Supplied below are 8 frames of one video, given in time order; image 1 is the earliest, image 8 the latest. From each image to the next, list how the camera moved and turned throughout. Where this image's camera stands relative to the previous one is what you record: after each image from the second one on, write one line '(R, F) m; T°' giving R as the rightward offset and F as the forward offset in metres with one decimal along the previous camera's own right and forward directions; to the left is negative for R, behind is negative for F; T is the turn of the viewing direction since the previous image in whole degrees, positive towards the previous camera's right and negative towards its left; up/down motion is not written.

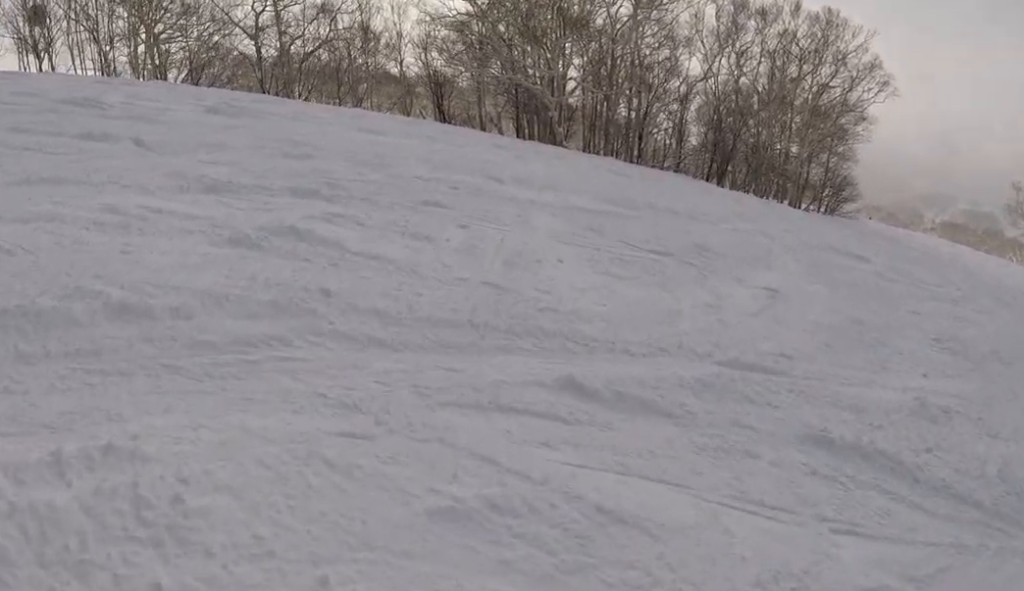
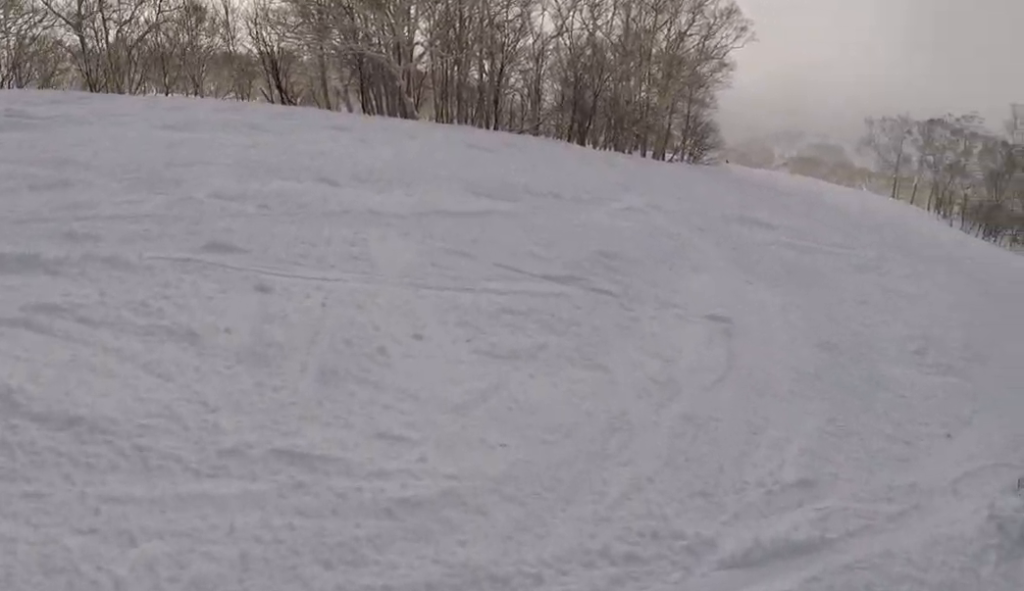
(-0.1, +3.1) m; +22°
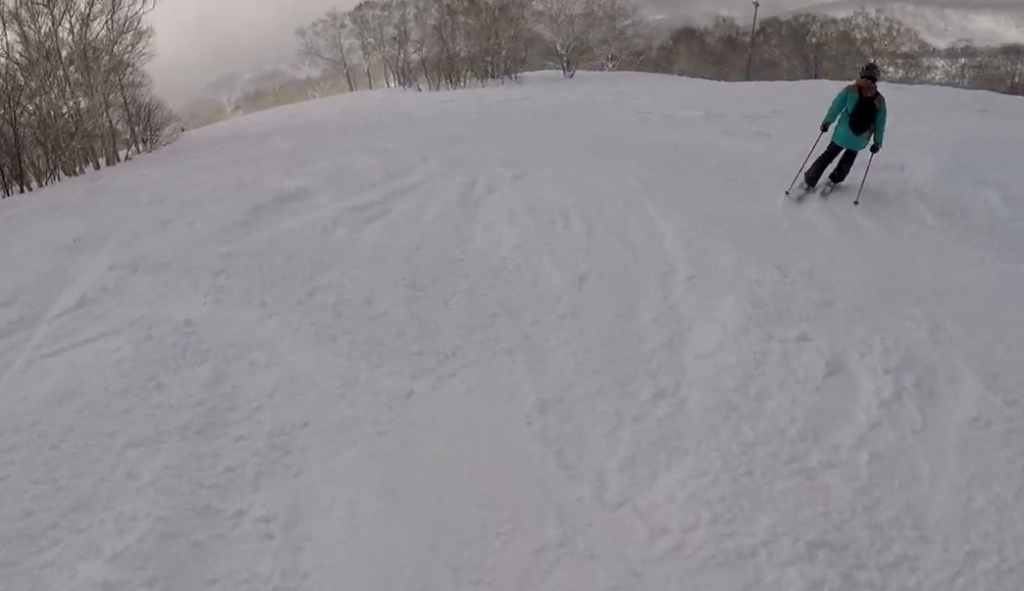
(+2.5, +4.3) m; +39°
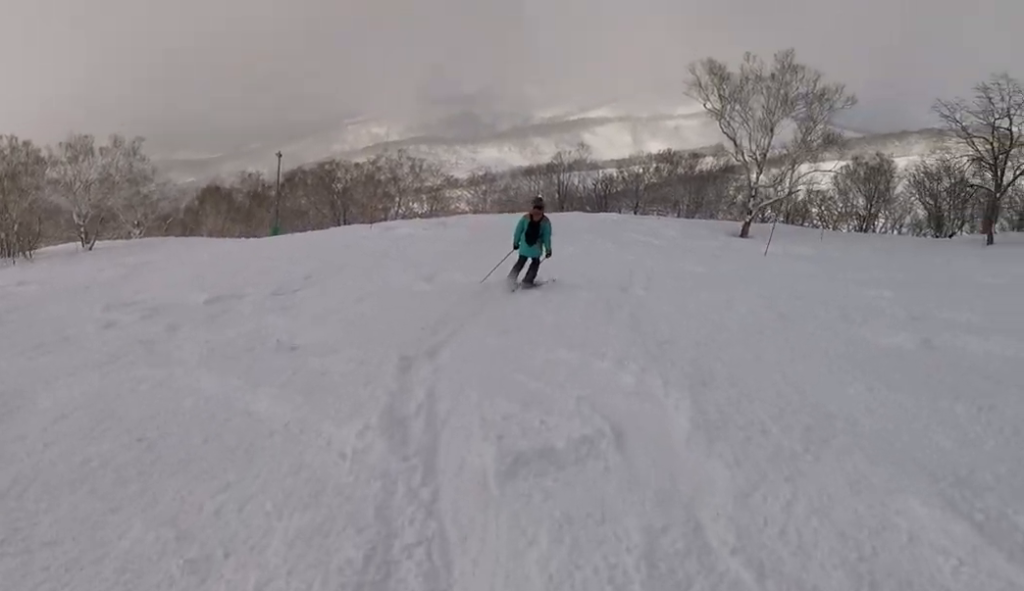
(+0.8, +7.4) m; -2°
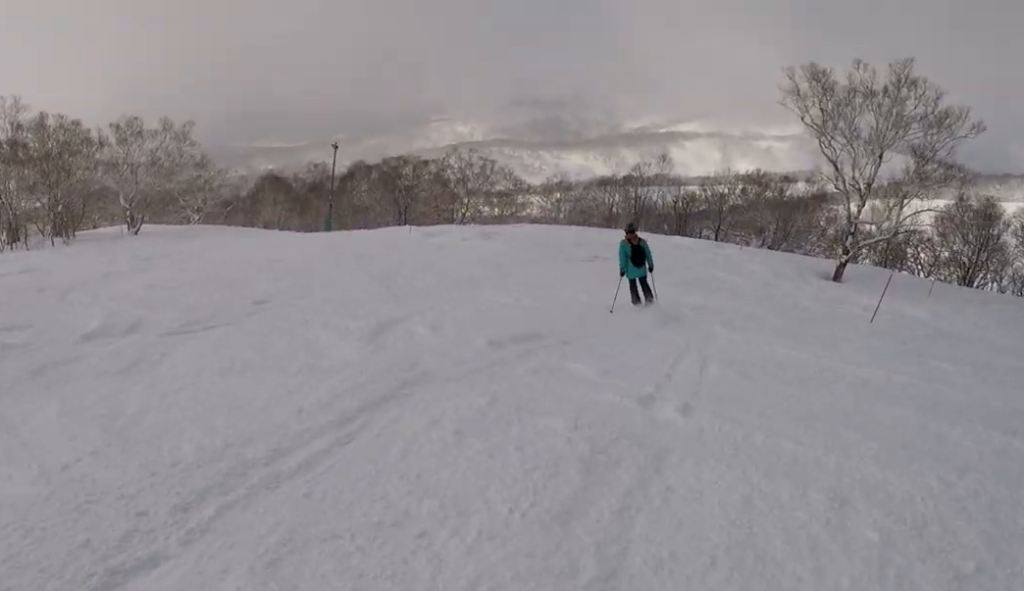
(-0.5, +4.9) m; -17°
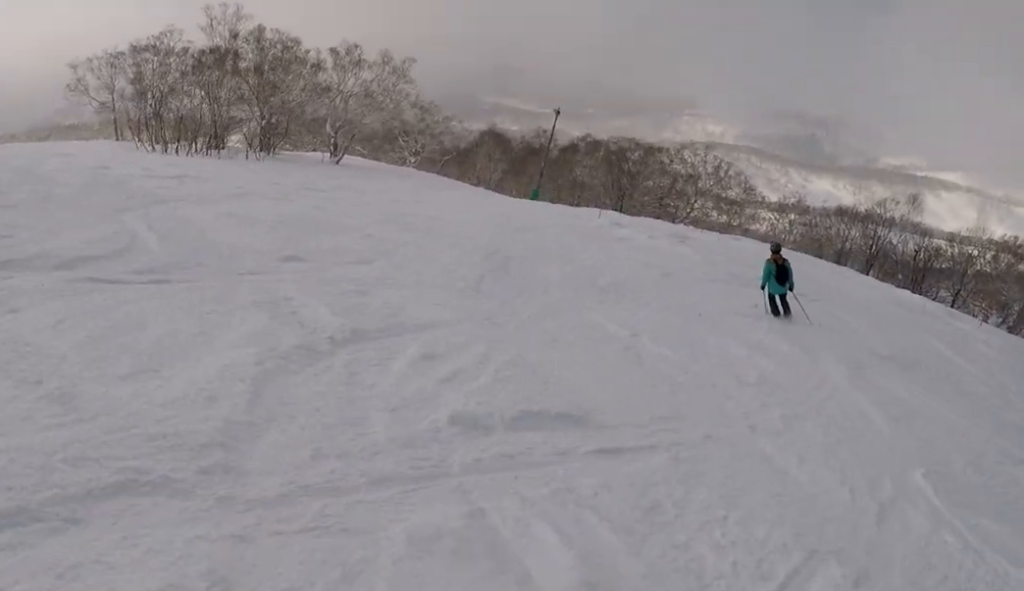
(-0.7, +4.6) m; -19°
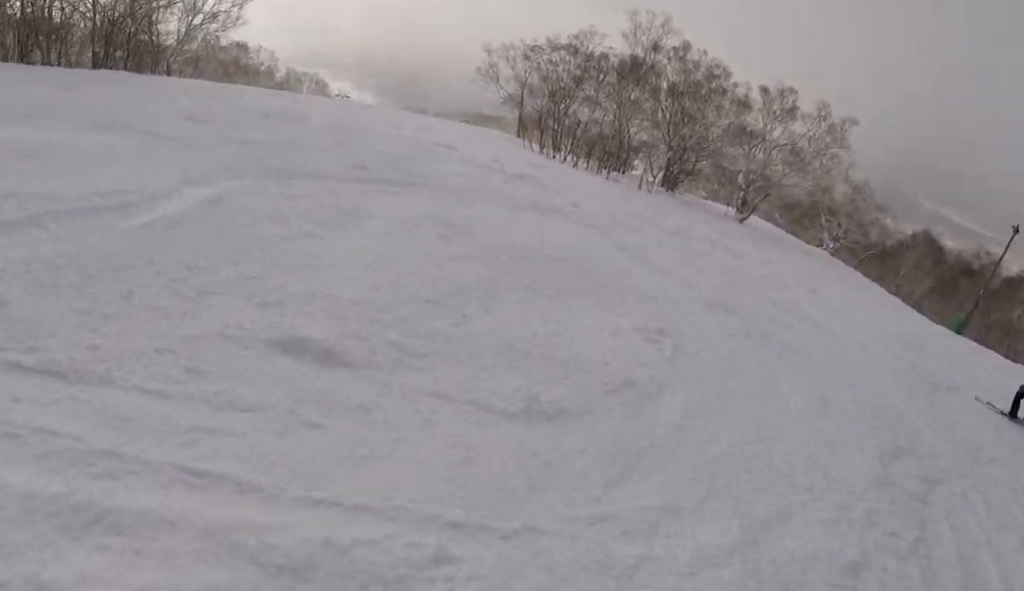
(-2.0, +7.3) m; -21°
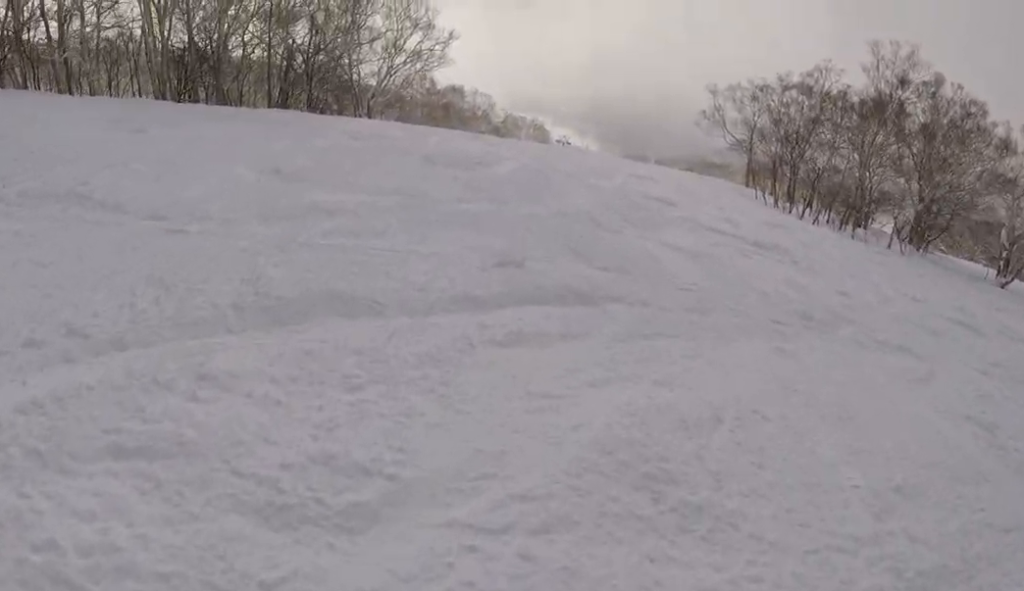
(-0.4, +6.2) m; +1°
